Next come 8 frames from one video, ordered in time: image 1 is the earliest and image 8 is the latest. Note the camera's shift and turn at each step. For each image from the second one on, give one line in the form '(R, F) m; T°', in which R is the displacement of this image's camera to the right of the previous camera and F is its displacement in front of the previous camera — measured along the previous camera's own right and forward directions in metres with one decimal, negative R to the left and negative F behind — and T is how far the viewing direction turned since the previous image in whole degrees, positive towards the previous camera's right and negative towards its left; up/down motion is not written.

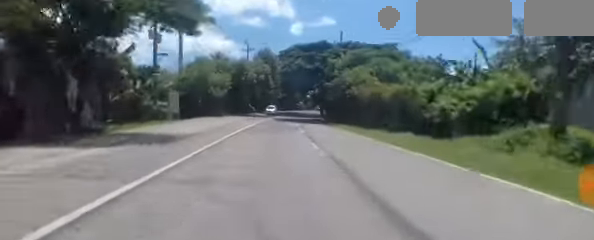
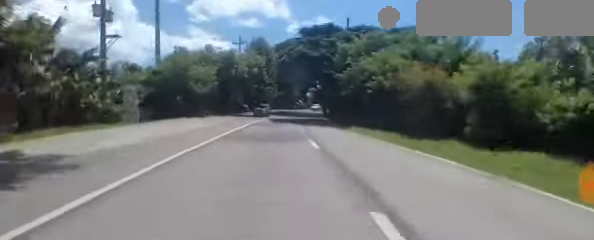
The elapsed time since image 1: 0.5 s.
(+0.1, +7.7) m; 0°
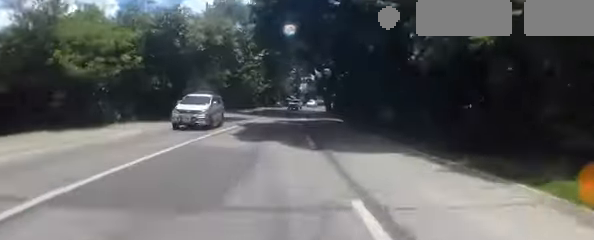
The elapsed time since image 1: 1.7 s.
(+0.1, +17.4) m; +1°
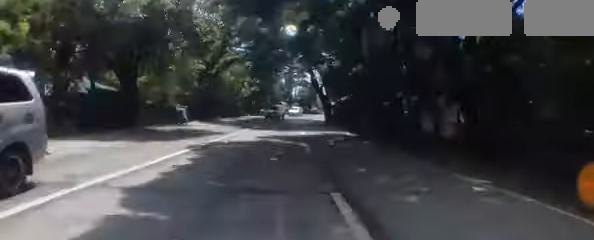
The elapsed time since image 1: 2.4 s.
(+0.1, +8.3) m; +2°
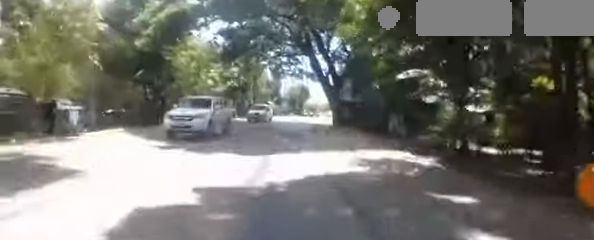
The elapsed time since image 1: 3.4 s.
(+0.5, +14.0) m; +3°
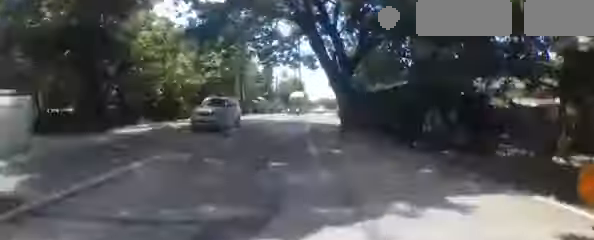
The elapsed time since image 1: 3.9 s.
(+0.1, +6.4) m; +1°
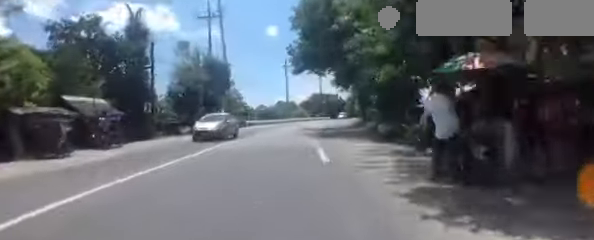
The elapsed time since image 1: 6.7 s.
(+3.7, +36.8) m; +15°
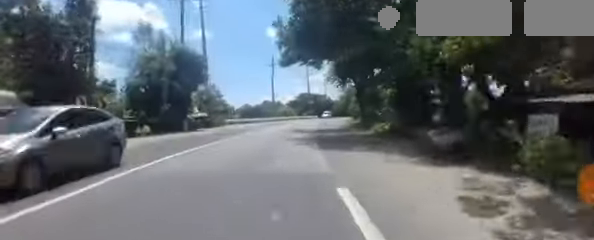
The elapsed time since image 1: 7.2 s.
(+0.1, +6.6) m; +3°
